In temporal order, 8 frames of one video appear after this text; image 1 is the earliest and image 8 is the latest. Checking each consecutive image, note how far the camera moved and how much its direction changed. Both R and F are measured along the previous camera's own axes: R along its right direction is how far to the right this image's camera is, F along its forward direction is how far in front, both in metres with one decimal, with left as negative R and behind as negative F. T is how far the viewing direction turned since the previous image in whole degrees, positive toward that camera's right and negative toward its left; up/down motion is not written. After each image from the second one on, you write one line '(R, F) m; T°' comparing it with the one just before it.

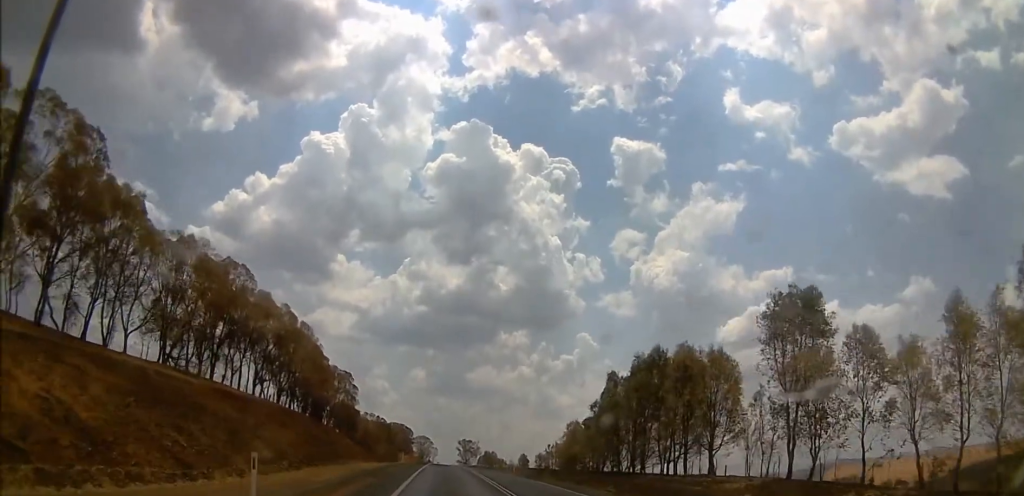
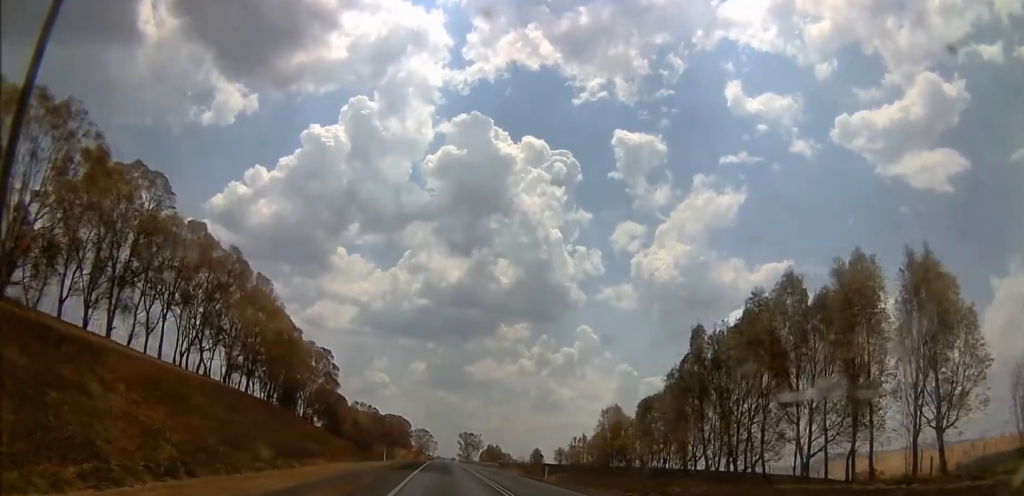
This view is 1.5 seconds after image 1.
(-0.9, +22.0) m; -2°
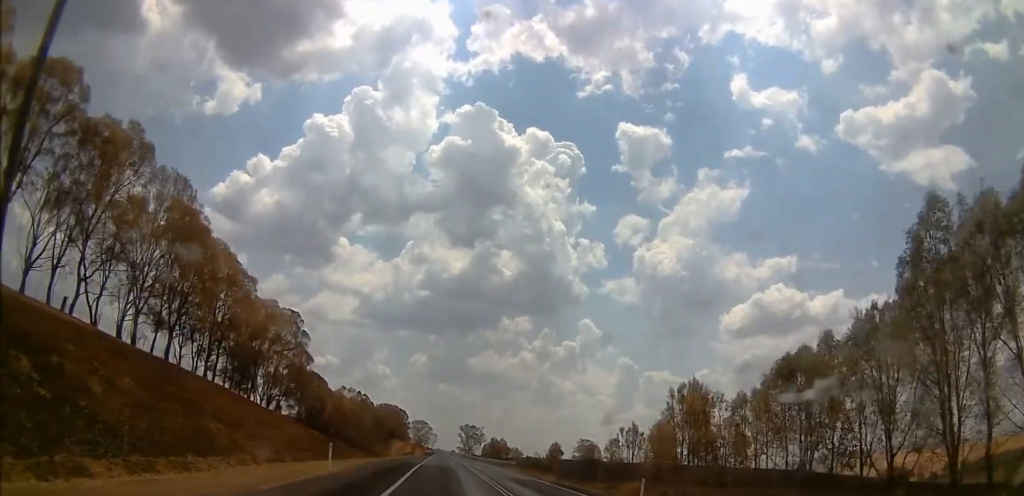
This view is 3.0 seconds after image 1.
(+1.0, +23.4) m; +2°
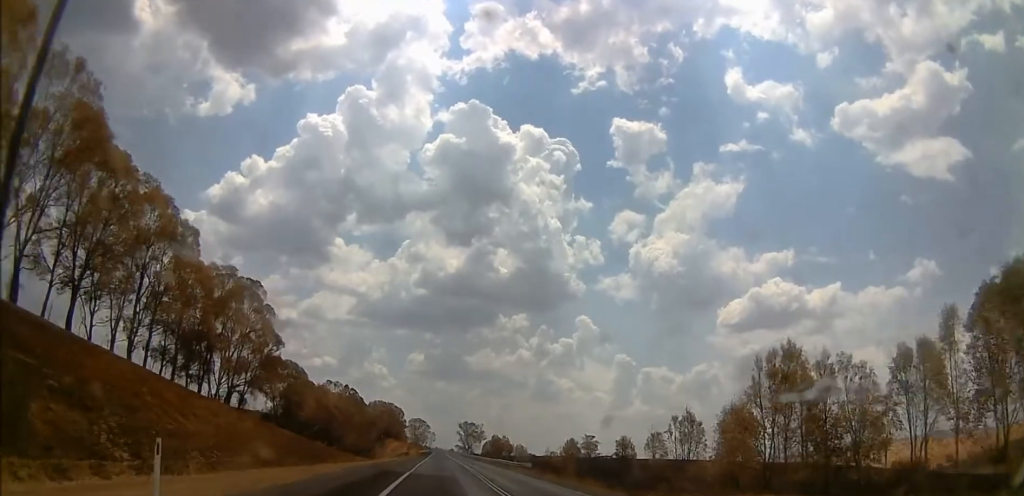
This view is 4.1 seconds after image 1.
(-0.6, +15.7) m; -3°
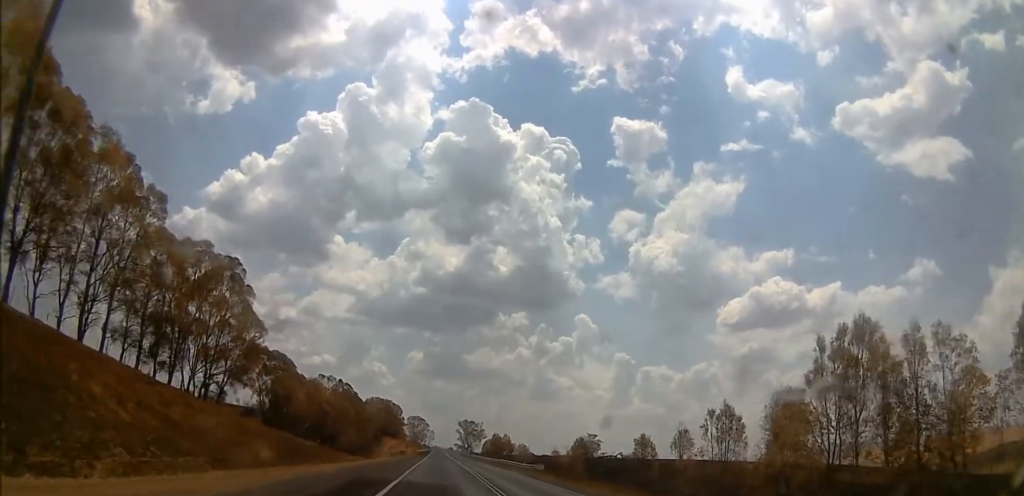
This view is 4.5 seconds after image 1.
(0.0, +7.2) m; 0°
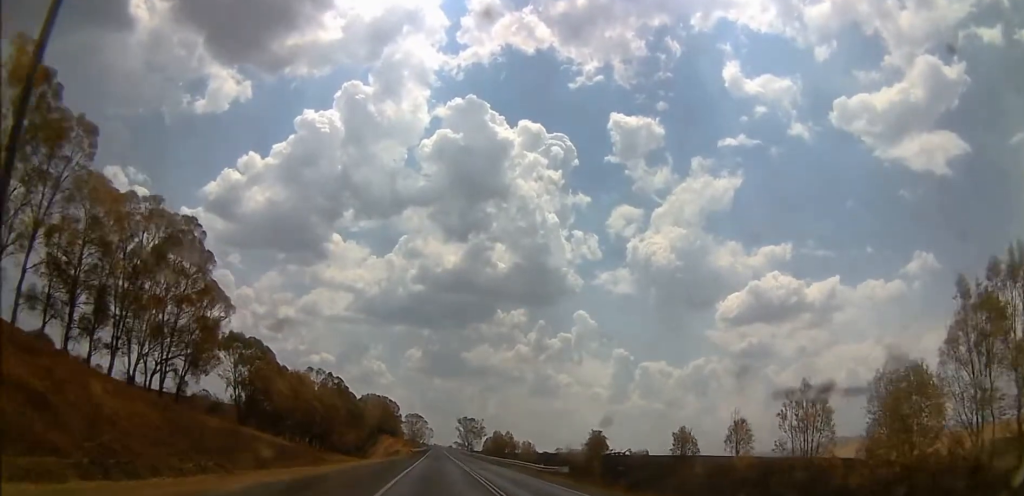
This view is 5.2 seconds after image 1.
(0.0, +10.8) m; 0°
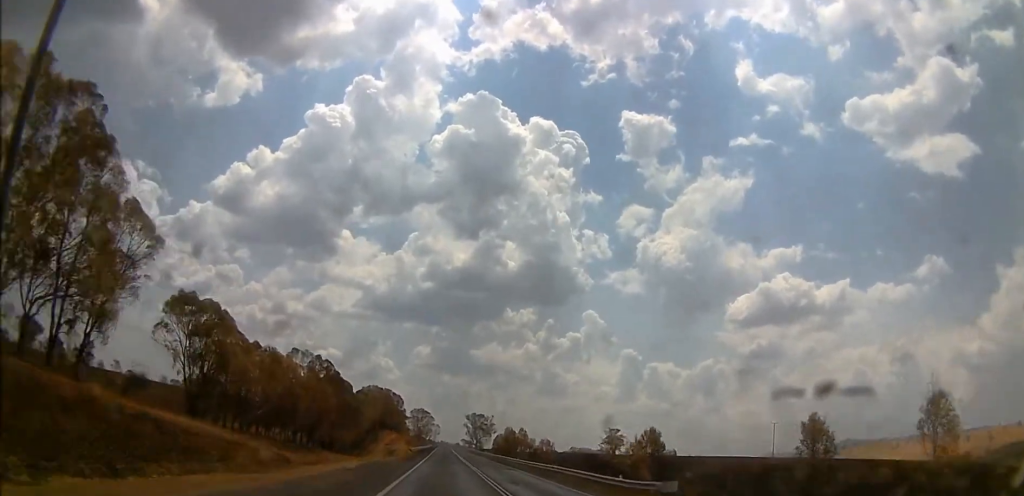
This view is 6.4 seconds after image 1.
(0.0, +18.7) m; 0°
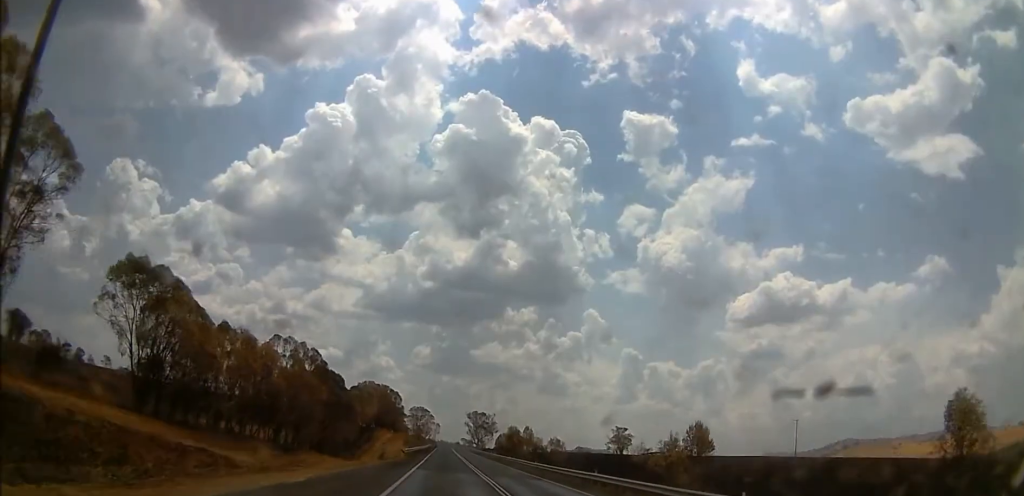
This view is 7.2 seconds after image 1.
(0.0, +11.5) m; 0°
